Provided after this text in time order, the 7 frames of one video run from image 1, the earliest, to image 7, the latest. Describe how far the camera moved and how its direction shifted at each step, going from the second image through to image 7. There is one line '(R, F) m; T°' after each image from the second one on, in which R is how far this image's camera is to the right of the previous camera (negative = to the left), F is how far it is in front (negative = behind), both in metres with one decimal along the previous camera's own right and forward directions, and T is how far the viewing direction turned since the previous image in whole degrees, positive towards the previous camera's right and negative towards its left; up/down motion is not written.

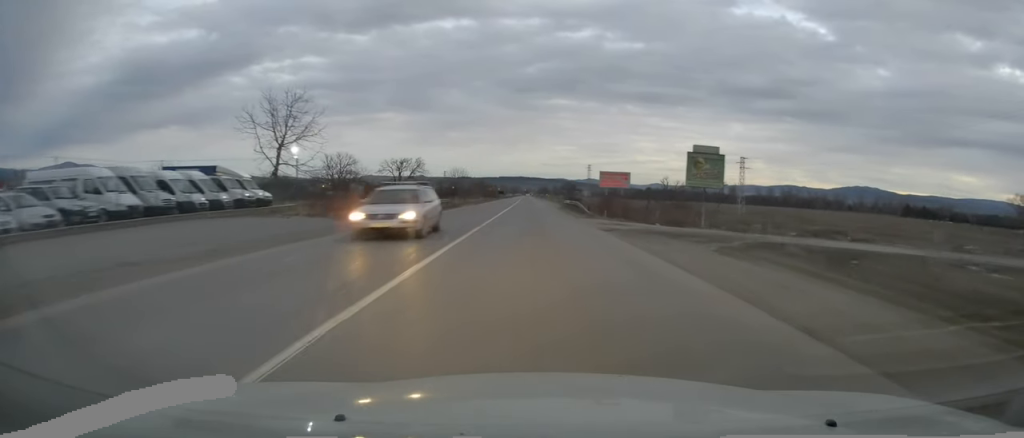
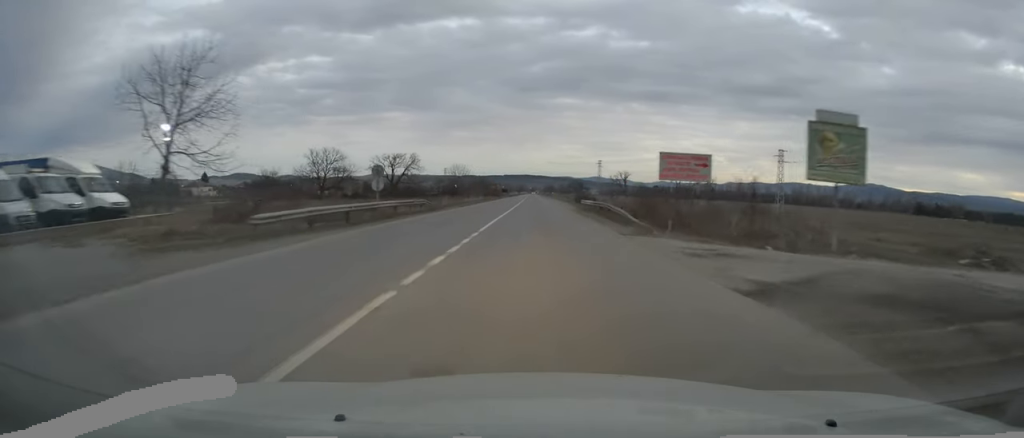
(-0.2, +14.7) m; 0°
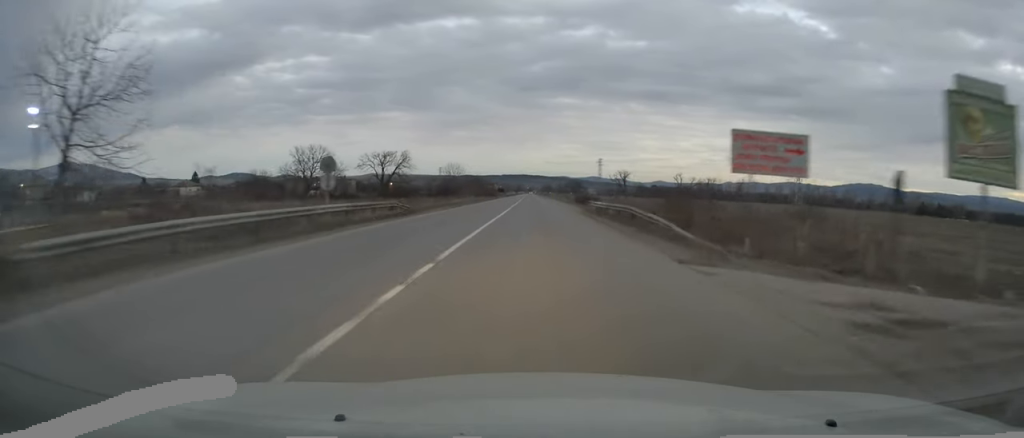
(0.0, +7.5) m; +1°
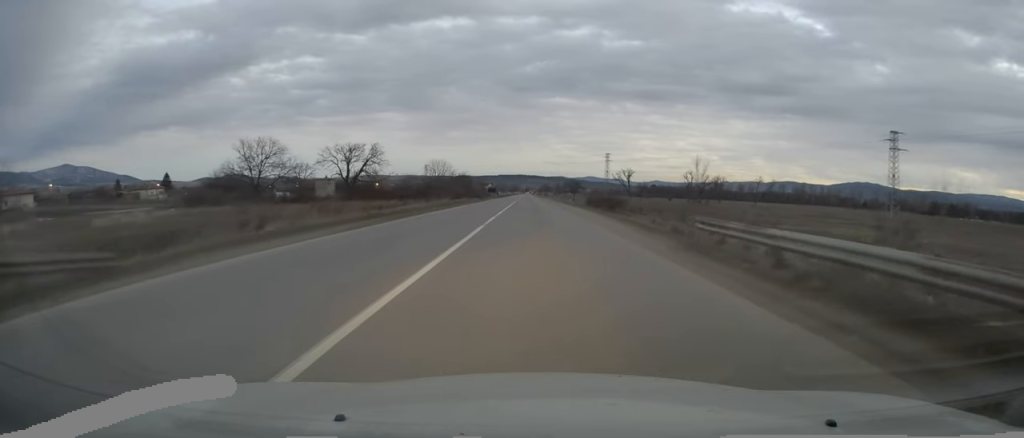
(+0.4, +25.2) m; 0°
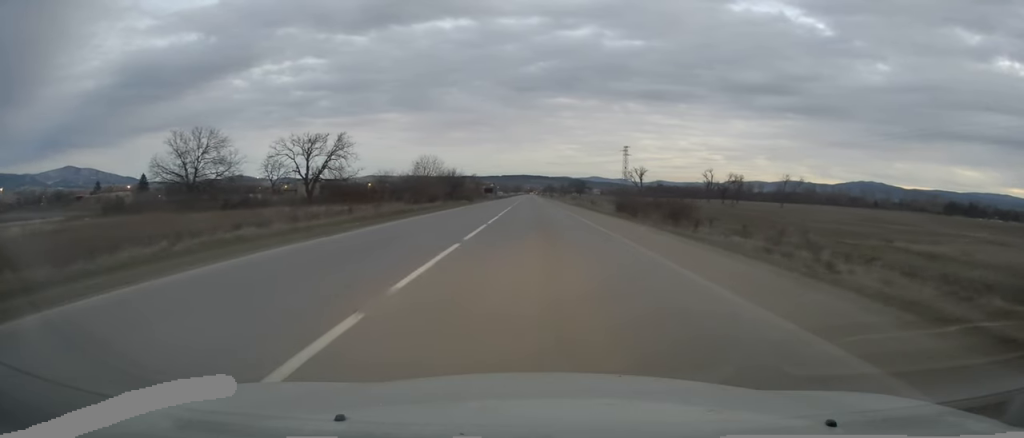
(-0.3, +23.8) m; 0°
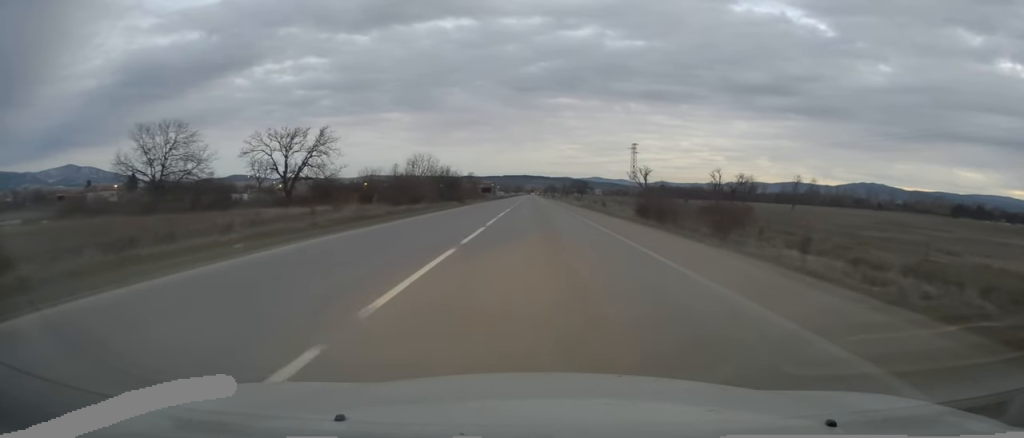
(+0.1, +9.0) m; 0°
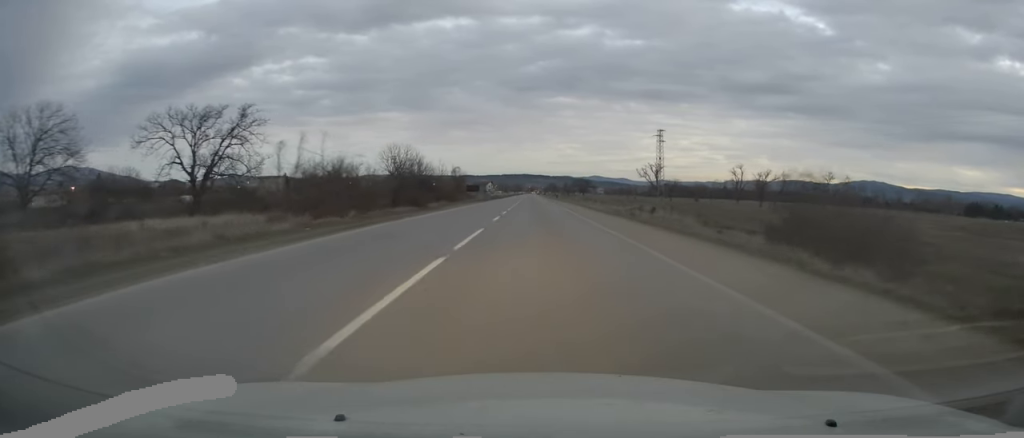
(-0.1, +24.9) m; -1°
